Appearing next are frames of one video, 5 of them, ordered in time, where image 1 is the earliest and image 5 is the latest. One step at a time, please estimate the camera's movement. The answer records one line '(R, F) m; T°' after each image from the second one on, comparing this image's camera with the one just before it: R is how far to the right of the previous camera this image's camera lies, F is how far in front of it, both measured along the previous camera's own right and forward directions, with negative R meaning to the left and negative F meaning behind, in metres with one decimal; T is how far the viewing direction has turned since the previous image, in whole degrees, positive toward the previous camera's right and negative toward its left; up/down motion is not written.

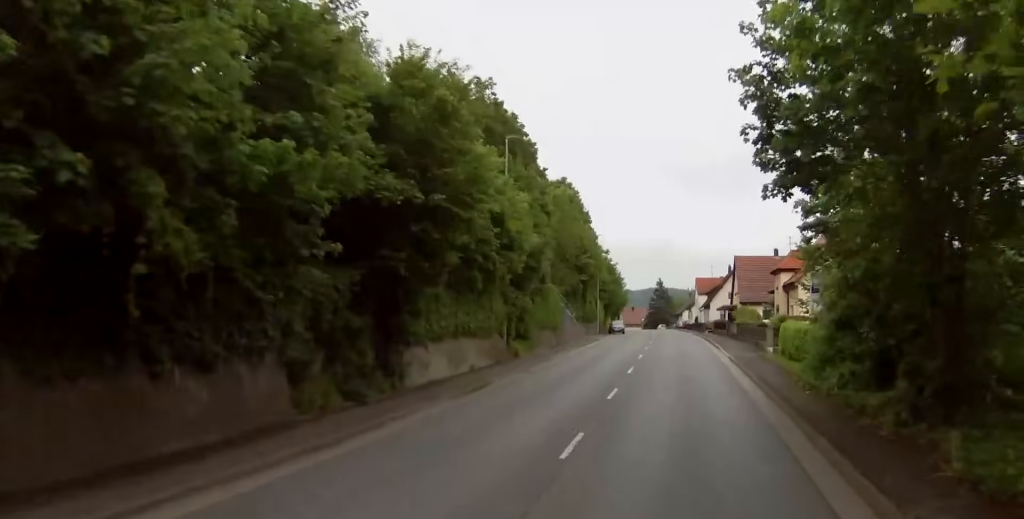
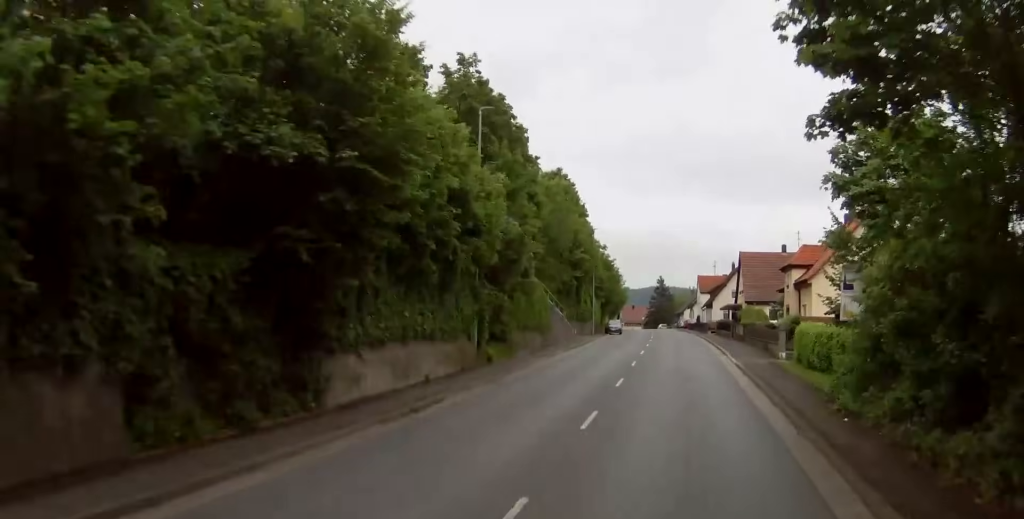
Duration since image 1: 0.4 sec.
(-0.1, +6.0) m; 0°
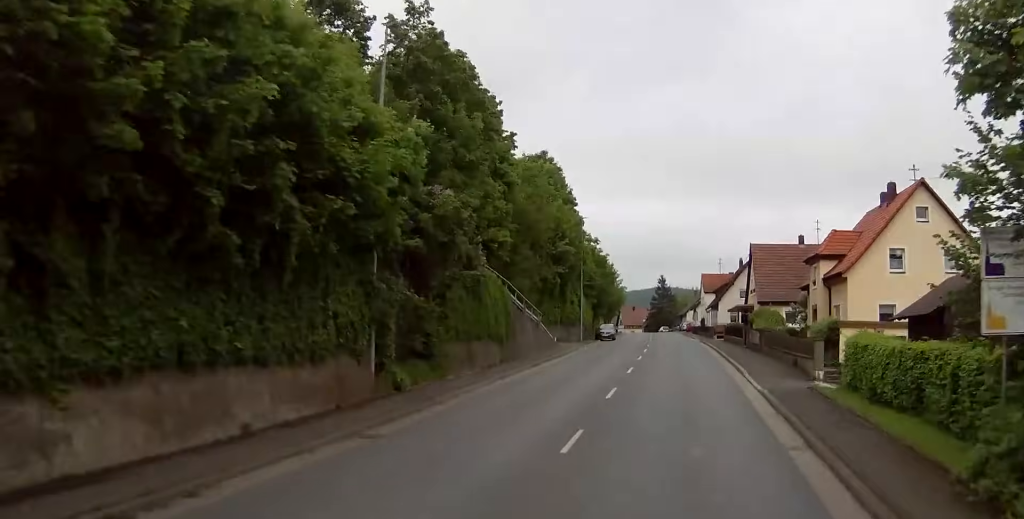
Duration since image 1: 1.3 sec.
(+0.3, +11.9) m; 0°
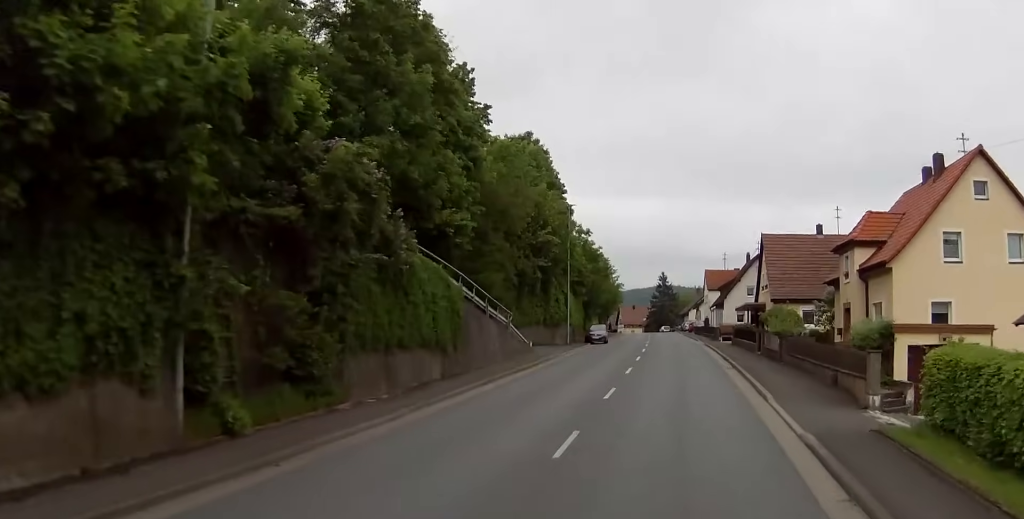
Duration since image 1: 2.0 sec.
(-0.4, +9.6) m; -1°
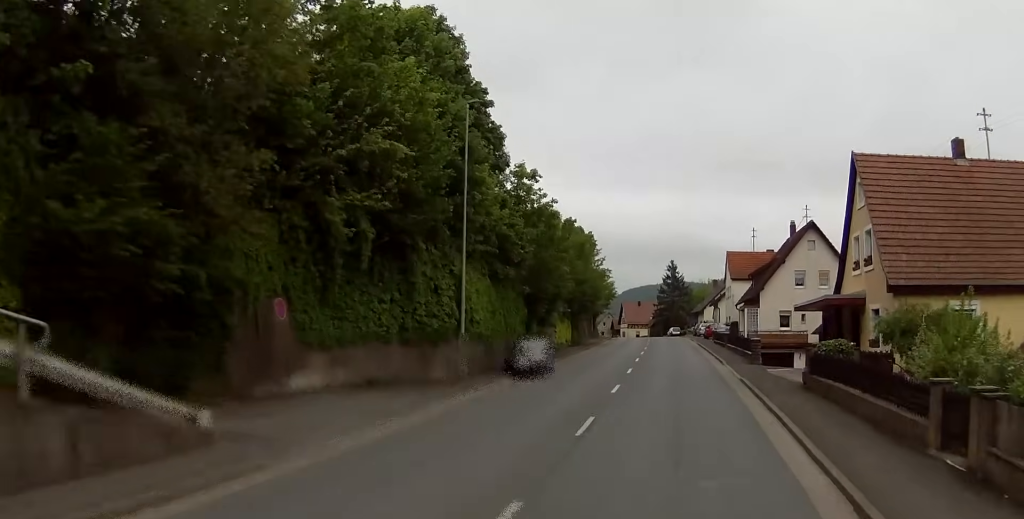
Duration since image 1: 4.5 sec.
(-0.3, +34.2) m; 0°
